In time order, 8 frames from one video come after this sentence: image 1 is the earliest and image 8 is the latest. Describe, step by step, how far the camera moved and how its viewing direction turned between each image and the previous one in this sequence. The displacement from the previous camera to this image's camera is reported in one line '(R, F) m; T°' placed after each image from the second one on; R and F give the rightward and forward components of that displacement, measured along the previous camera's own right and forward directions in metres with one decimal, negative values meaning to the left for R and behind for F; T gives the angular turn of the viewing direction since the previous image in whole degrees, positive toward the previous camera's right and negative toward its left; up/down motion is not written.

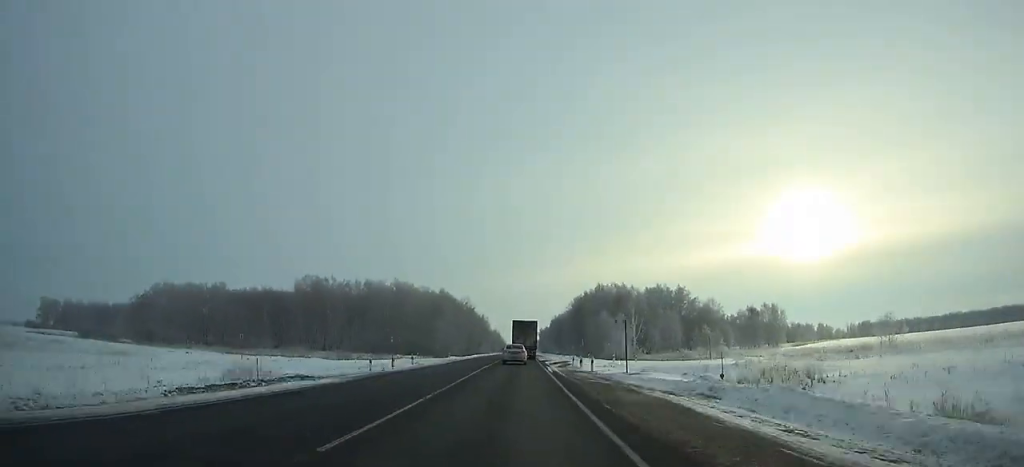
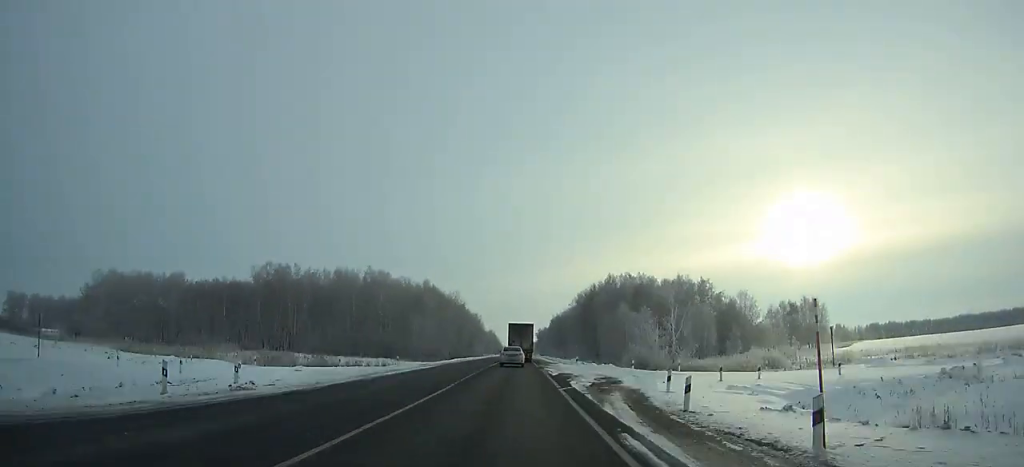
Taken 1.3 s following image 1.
(0.0, +28.9) m; 0°
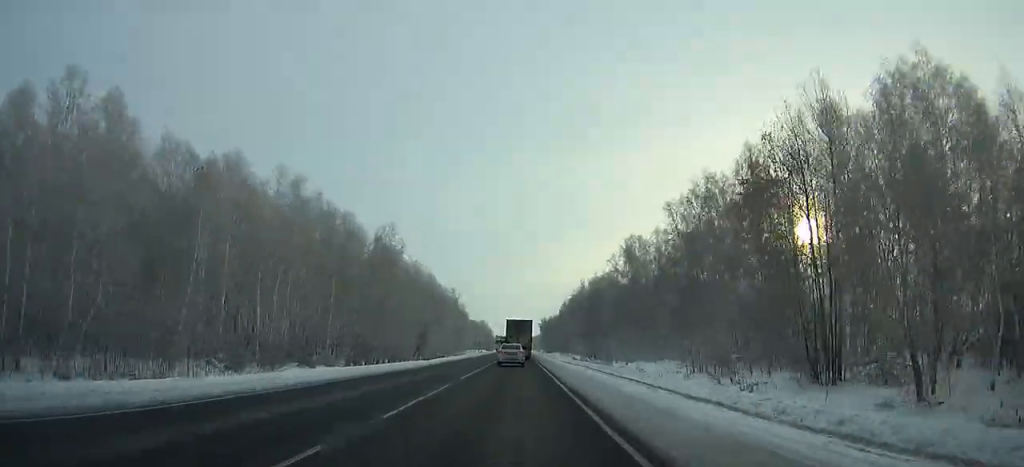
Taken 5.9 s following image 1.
(0.0, +103.2) m; 0°
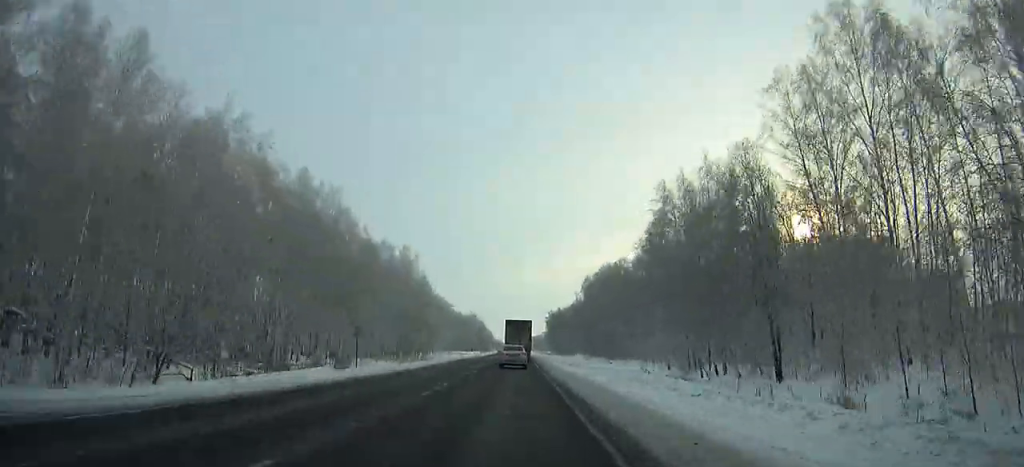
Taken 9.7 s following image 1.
(-0.2, +84.5) m; 0°
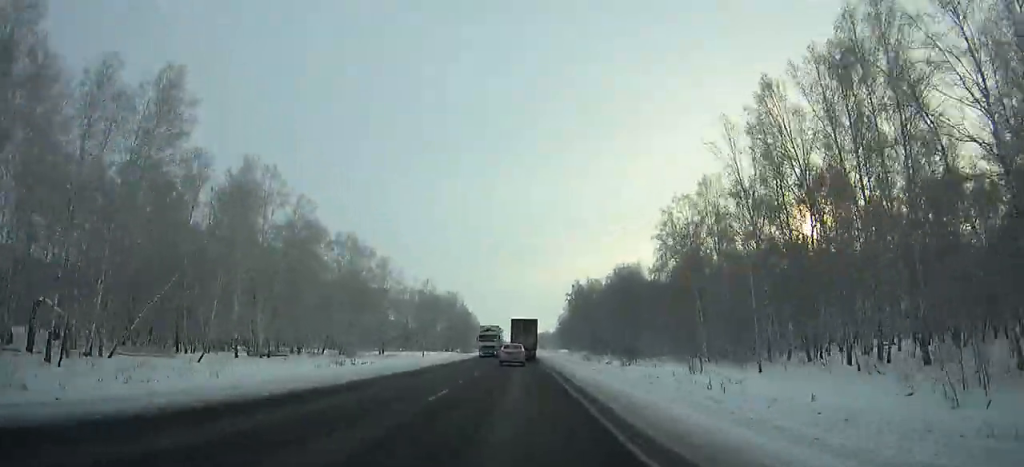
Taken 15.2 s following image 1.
(-0.3, +121.1) m; 0°
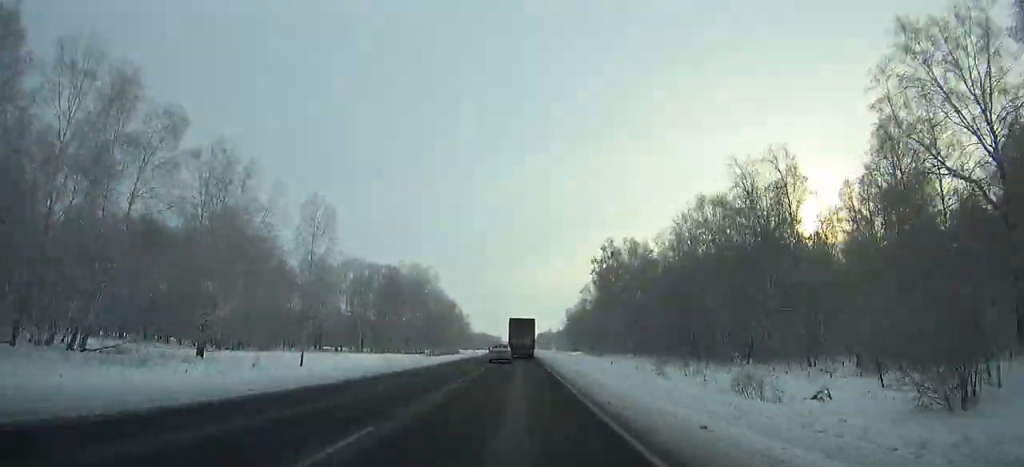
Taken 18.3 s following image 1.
(+0.1, +69.9) m; 0°
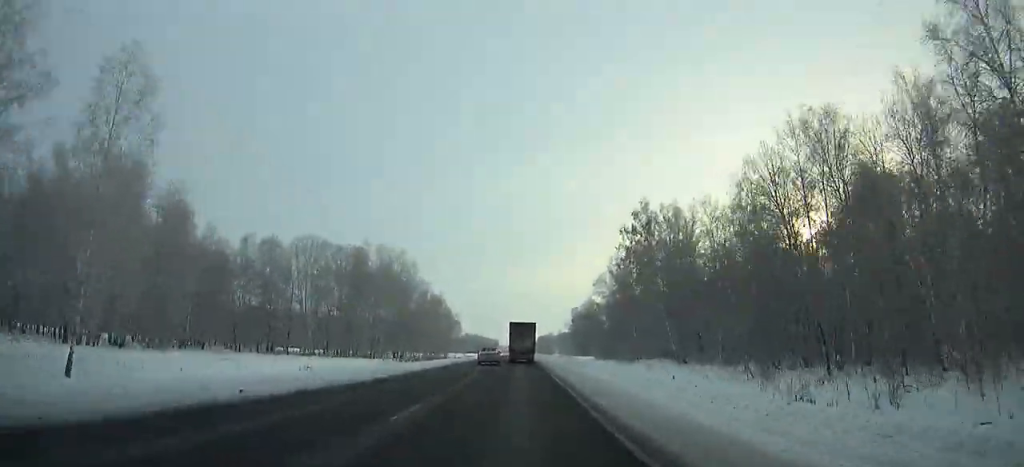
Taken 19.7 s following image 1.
(0.0, +32.8) m; 0°
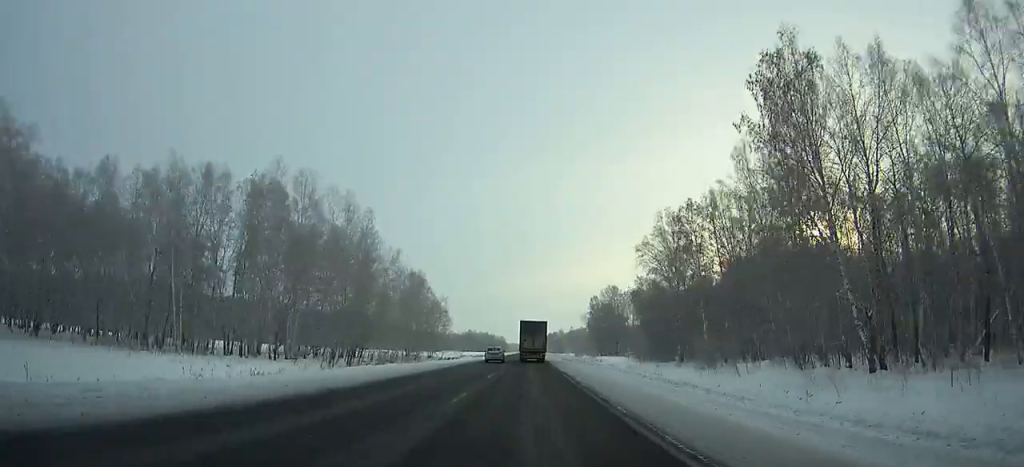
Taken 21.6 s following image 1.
(-0.1, +45.4) m; 0°
